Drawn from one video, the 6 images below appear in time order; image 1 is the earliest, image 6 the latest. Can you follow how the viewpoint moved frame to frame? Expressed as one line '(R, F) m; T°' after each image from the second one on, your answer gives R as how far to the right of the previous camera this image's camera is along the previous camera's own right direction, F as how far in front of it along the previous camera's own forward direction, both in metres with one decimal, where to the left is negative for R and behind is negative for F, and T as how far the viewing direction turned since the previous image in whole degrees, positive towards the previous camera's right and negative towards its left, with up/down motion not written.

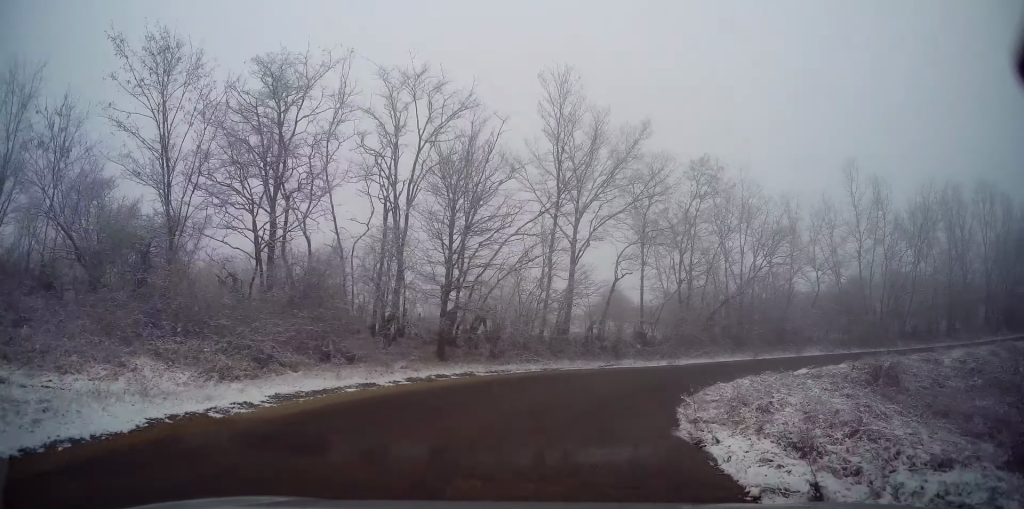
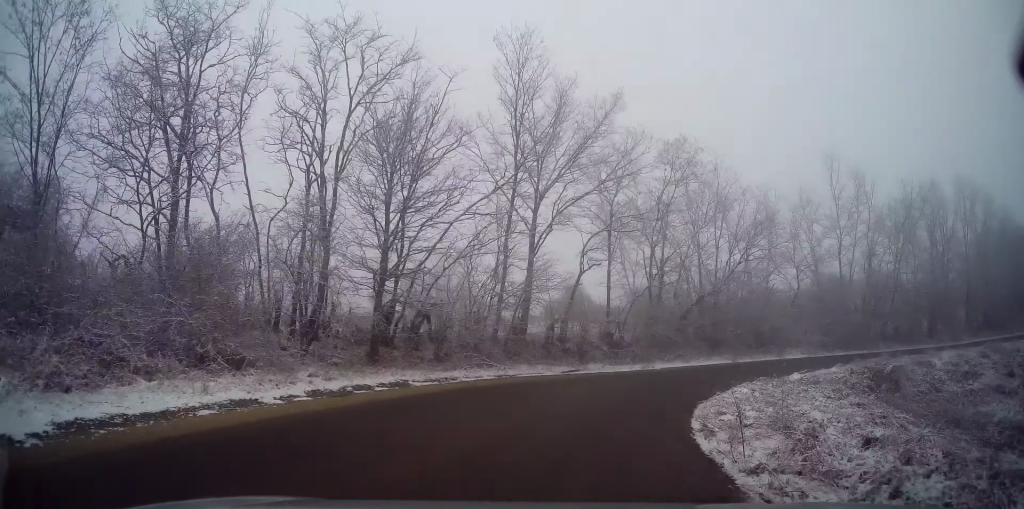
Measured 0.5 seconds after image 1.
(0.0, +4.1) m; +5°
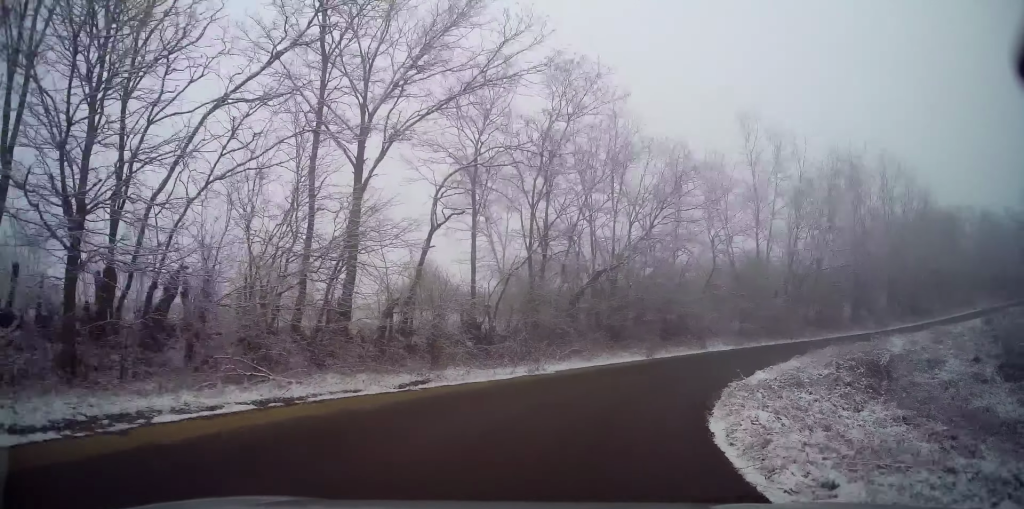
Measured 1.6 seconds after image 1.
(+0.8, +9.2) m; +14°
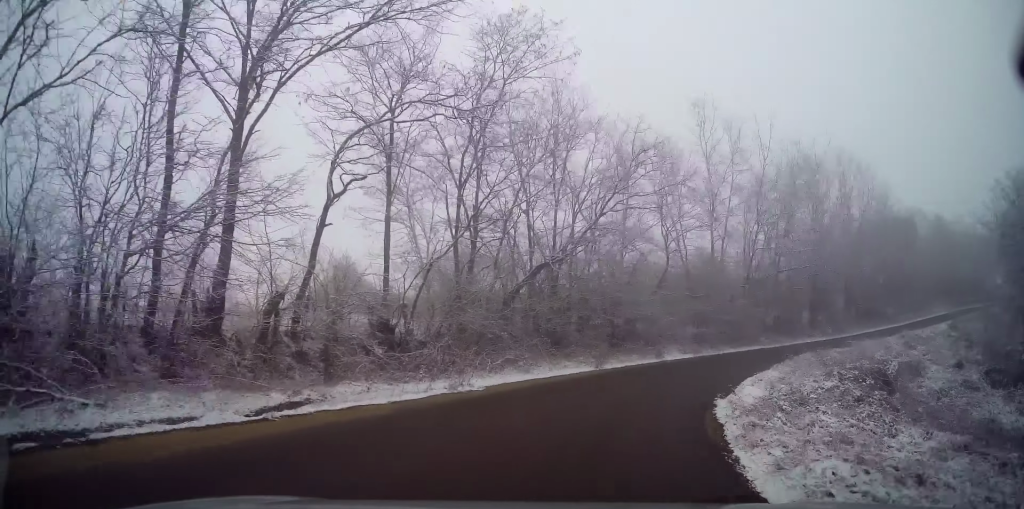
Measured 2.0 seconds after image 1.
(+0.6, +3.9) m; +6°
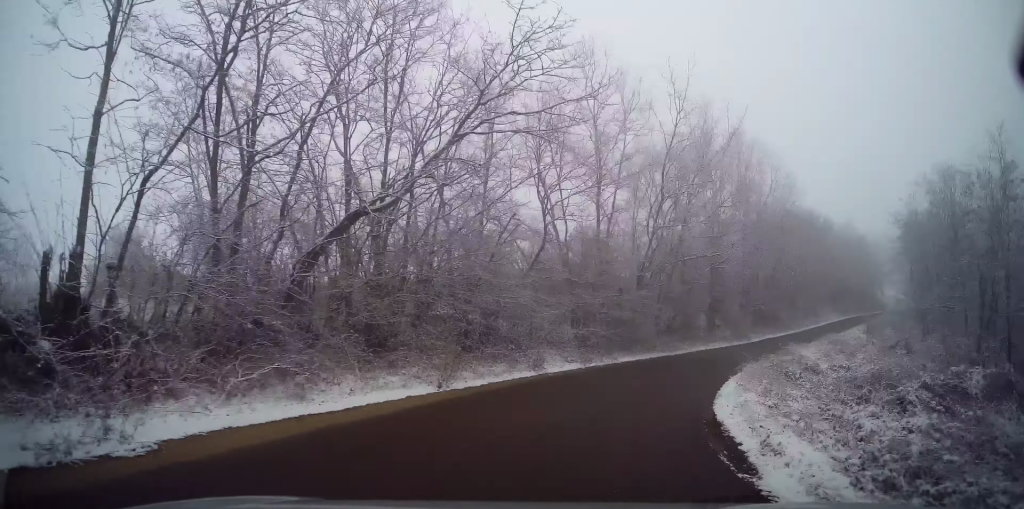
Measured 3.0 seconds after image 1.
(+0.8, +8.0) m; +14°
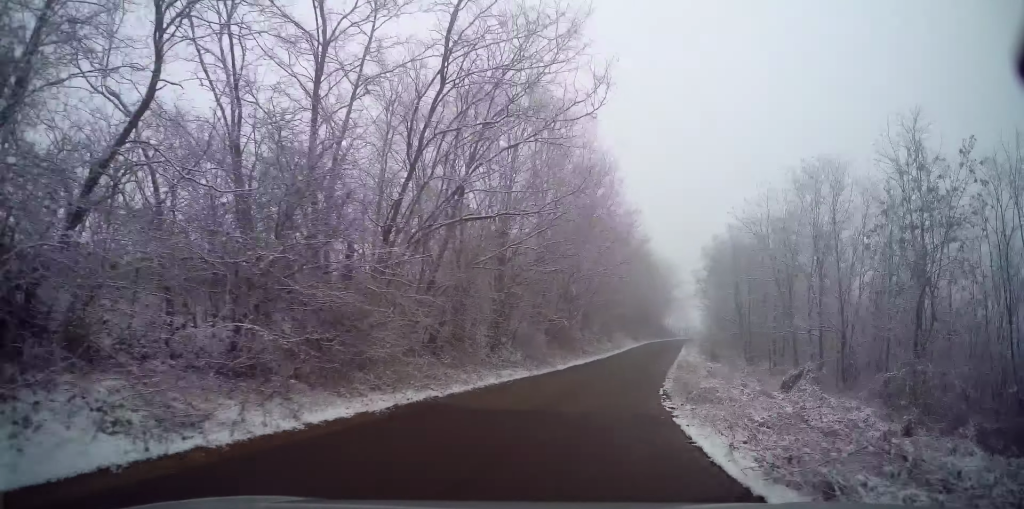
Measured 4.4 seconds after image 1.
(+2.8, +12.1) m; +27°
